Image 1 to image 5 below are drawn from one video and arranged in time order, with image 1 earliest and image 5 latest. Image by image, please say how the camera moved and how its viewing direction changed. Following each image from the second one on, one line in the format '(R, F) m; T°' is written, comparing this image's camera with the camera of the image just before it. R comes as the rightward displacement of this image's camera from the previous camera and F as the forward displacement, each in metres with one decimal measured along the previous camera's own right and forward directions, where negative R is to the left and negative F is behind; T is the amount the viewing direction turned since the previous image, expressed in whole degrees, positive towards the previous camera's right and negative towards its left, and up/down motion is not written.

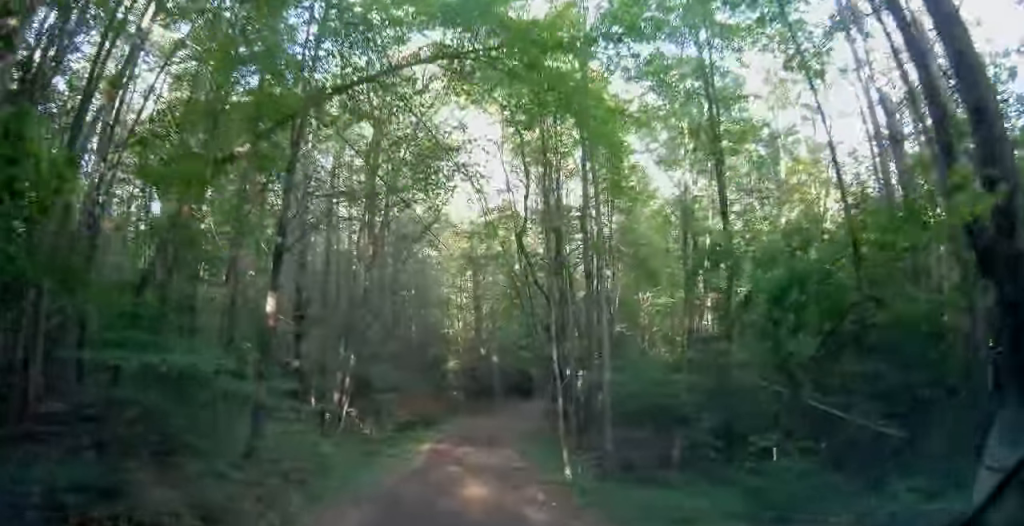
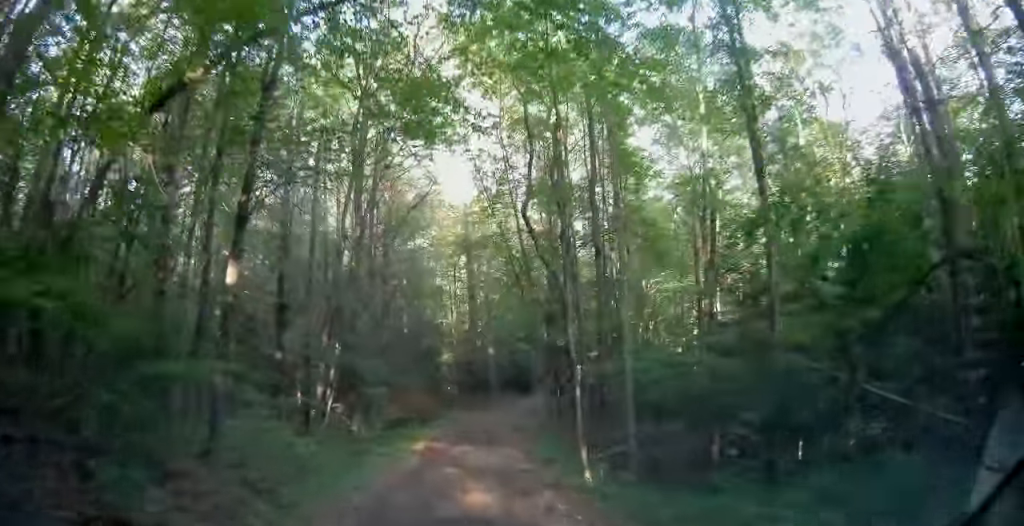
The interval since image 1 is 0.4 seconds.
(0.0, +2.3) m; -1°
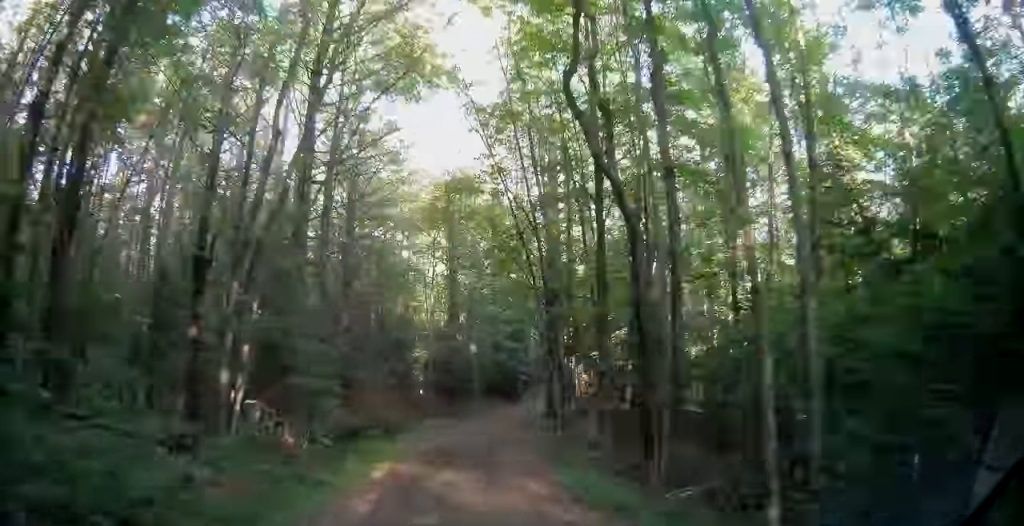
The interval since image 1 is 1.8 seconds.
(-0.2, +8.0) m; +1°
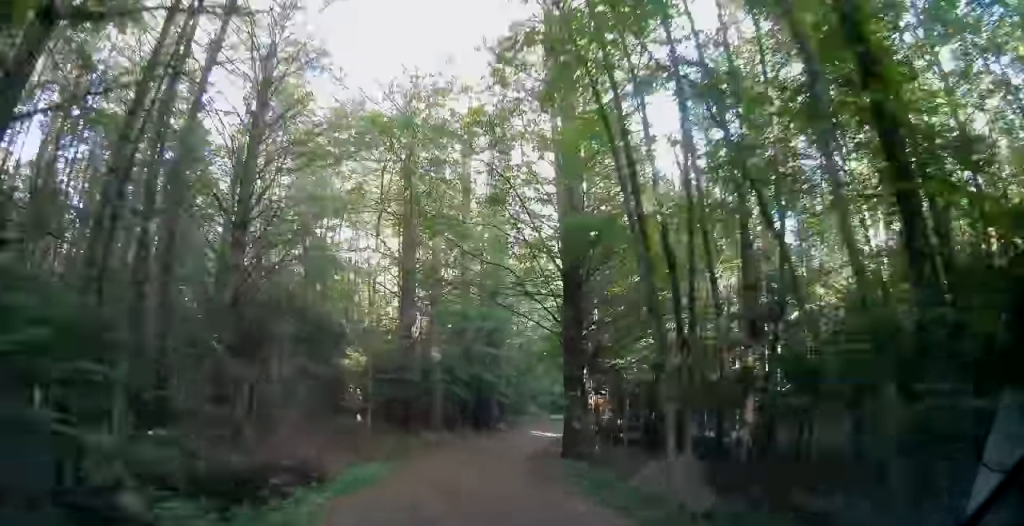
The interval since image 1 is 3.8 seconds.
(+0.4, +12.1) m; +2°
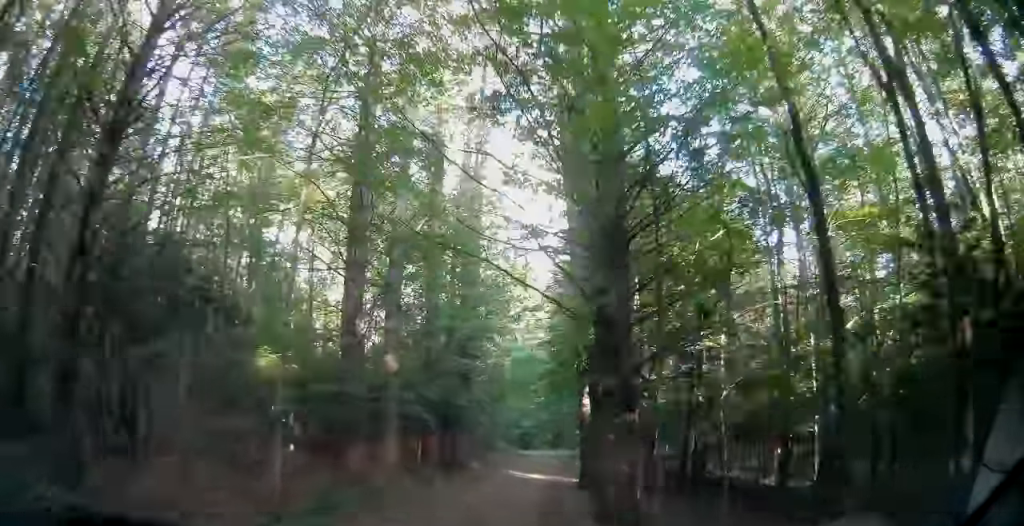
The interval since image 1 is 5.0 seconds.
(+0.1, +7.3) m; +7°
